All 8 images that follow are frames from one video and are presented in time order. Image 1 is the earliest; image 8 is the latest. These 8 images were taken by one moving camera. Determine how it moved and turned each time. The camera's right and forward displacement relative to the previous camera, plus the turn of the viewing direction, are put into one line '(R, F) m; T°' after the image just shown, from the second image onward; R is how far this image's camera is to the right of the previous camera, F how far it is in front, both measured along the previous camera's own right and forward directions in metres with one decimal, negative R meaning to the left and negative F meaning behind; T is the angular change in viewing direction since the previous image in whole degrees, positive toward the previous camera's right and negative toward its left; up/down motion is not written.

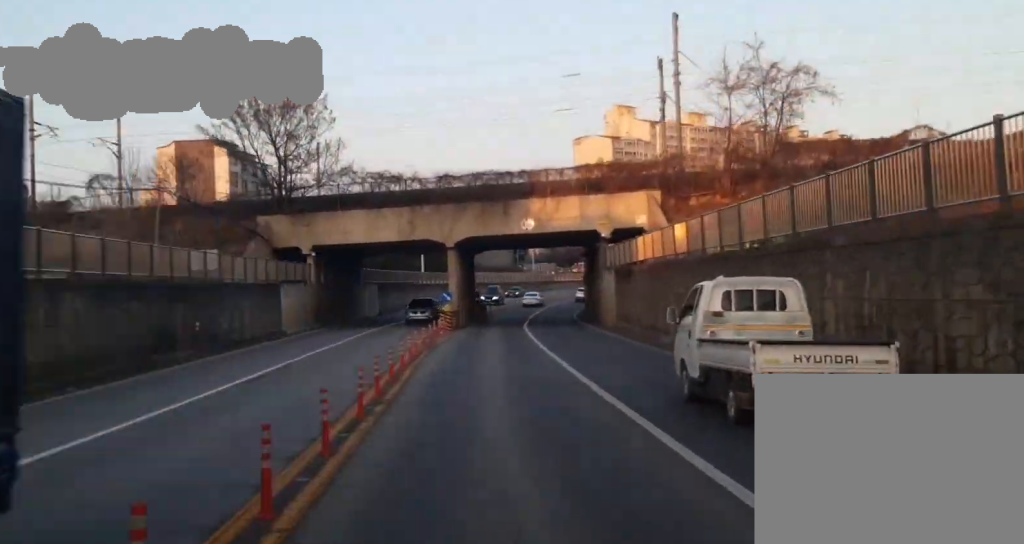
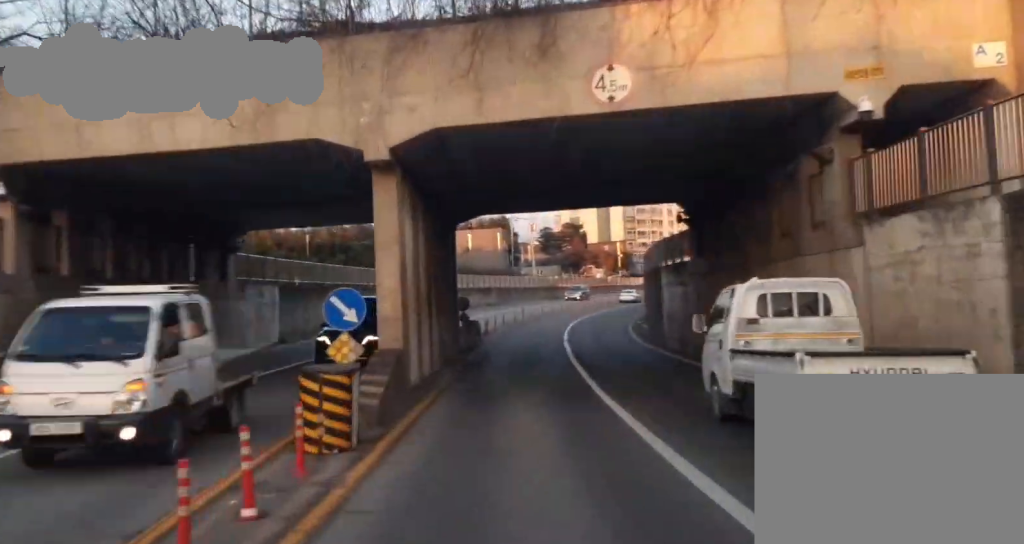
(0.0, +38.6) m; 0°
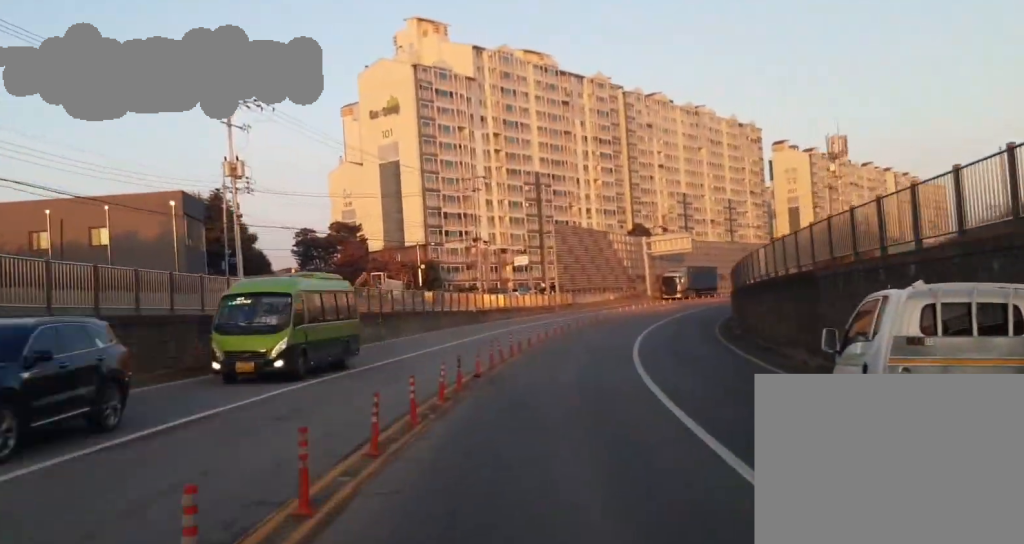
(+1.9, +96.4) m; +13°
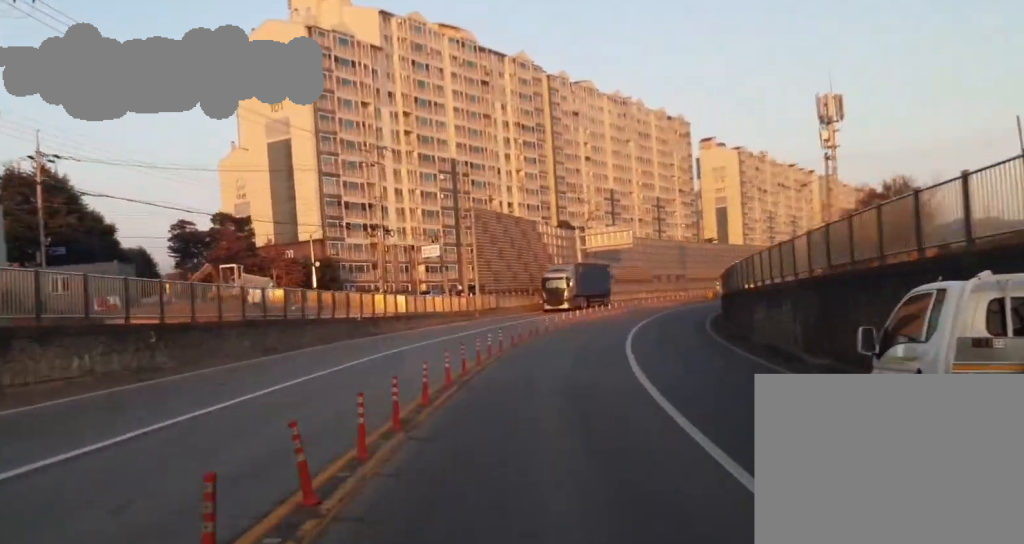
(+2.8, +20.6) m; +8°
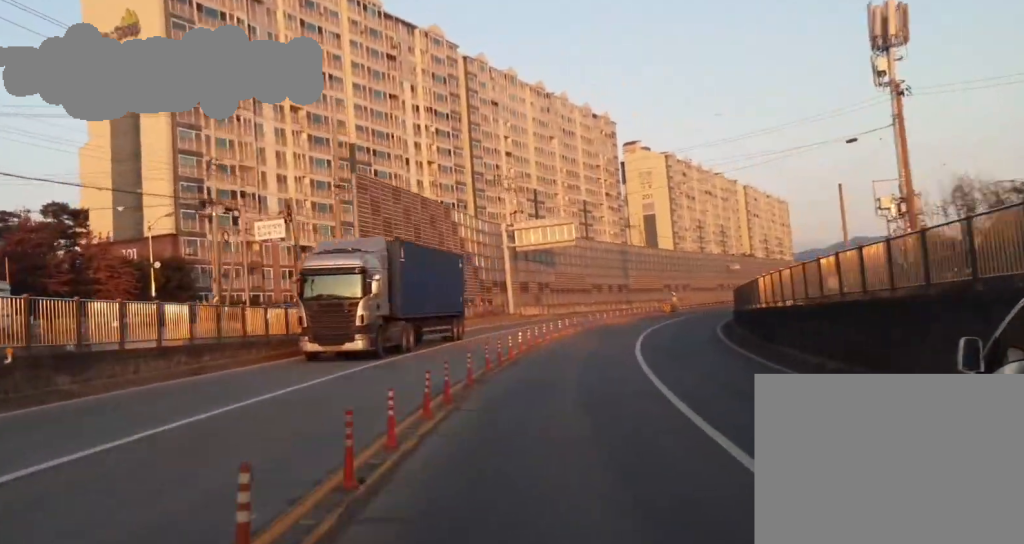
(+2.2, +24.9) m; +5°
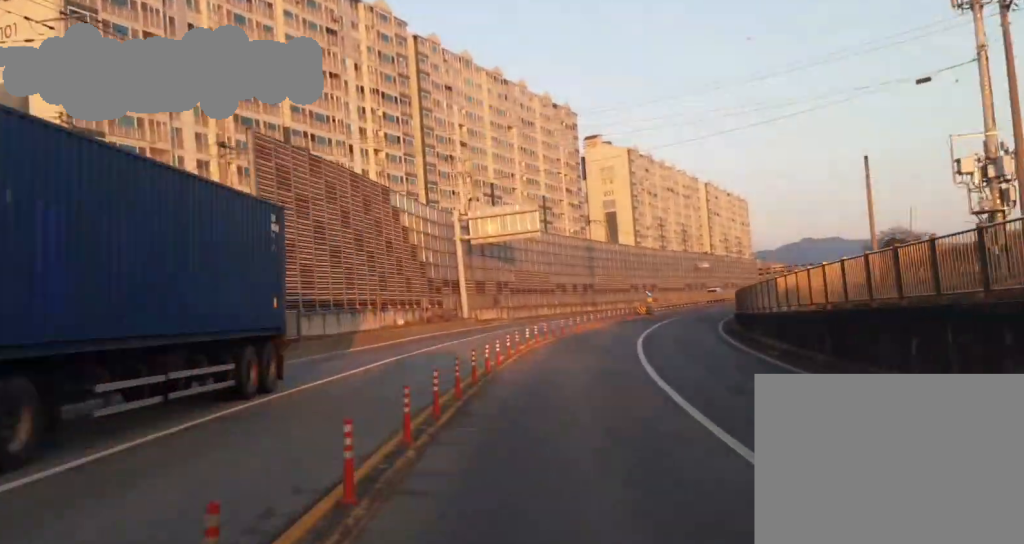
(0.0, +12.0) m; 0°
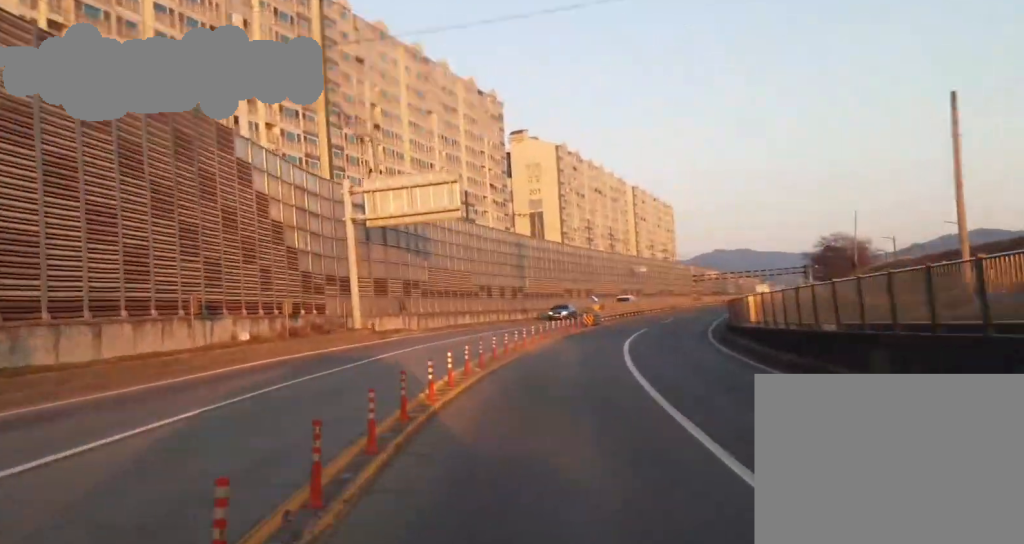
(0.0, +18.1) m; 0°
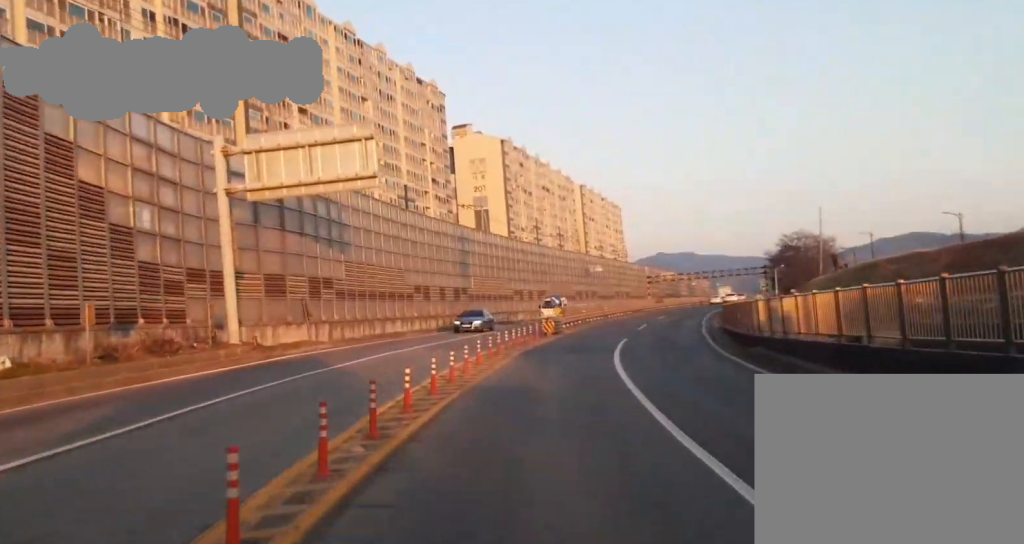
(0.0, +13.1) m; 0°
